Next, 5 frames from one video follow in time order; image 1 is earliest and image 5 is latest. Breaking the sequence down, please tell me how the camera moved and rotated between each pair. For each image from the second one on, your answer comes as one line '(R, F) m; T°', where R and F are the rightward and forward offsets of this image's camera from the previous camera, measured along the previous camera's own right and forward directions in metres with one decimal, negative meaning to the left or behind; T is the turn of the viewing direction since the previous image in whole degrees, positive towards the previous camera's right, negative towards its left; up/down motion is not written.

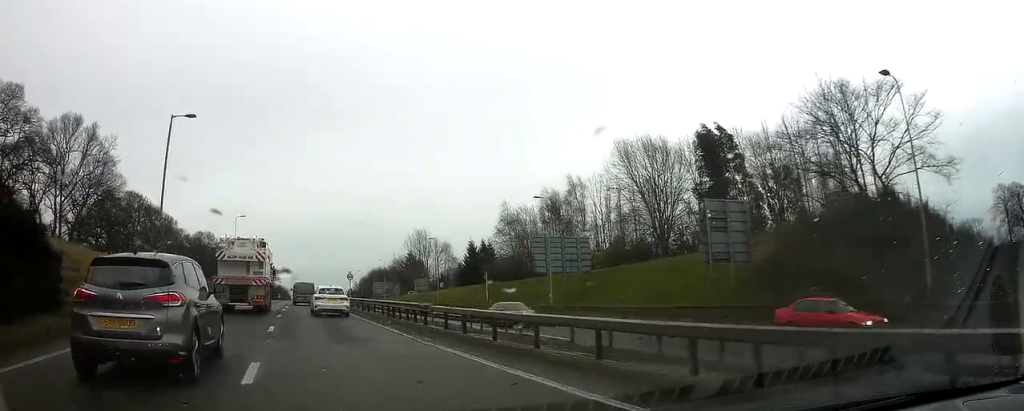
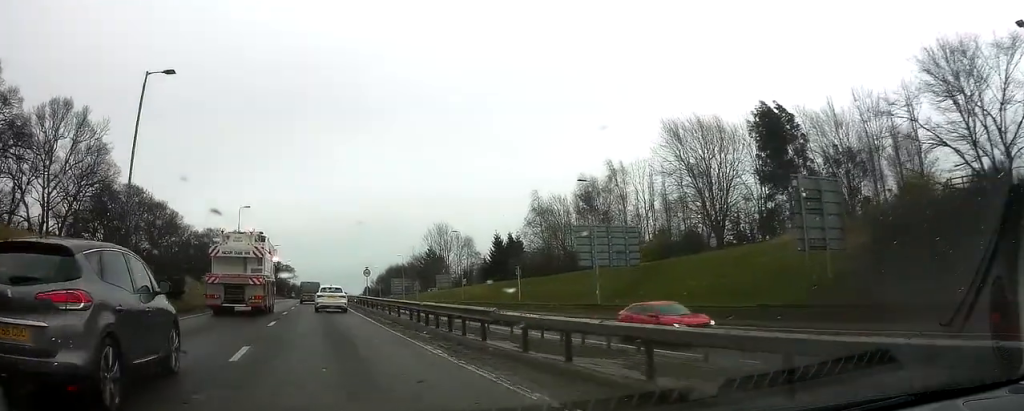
(0.0, +6.9) m; 0°
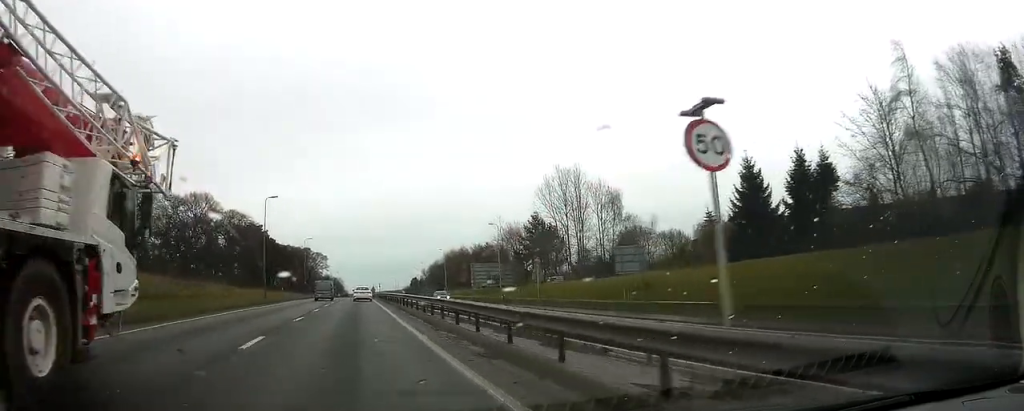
(-0.5, +52.8) m; -2°
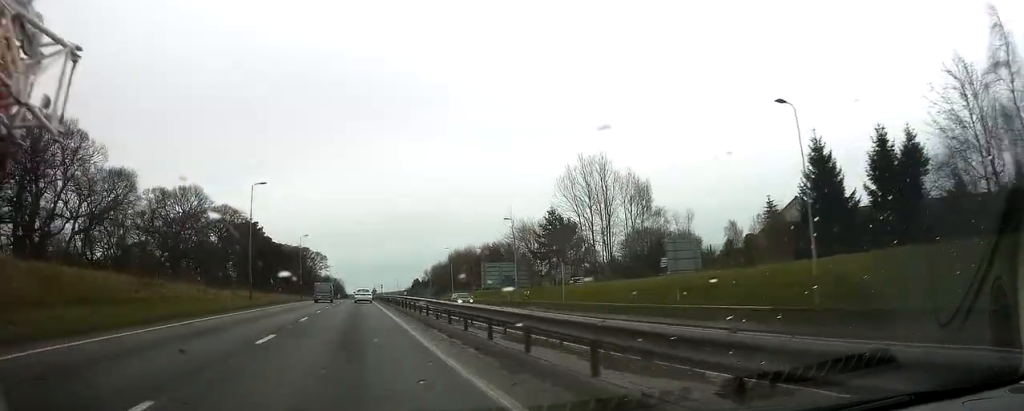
(-0.1, +7.6) m; 0°
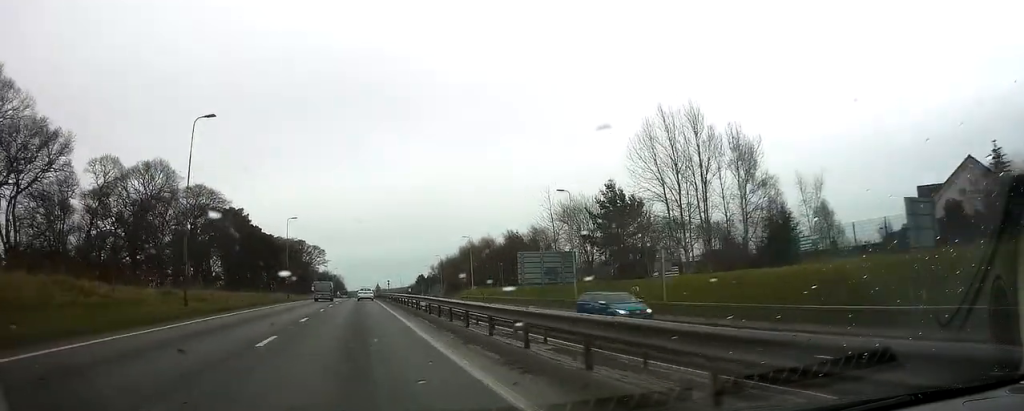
(0.0, +18.5) m; +1°
